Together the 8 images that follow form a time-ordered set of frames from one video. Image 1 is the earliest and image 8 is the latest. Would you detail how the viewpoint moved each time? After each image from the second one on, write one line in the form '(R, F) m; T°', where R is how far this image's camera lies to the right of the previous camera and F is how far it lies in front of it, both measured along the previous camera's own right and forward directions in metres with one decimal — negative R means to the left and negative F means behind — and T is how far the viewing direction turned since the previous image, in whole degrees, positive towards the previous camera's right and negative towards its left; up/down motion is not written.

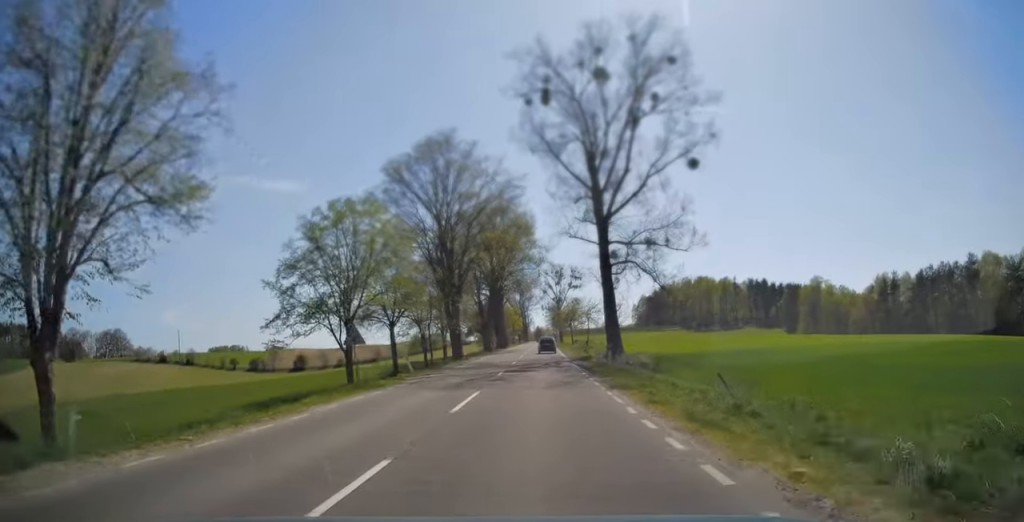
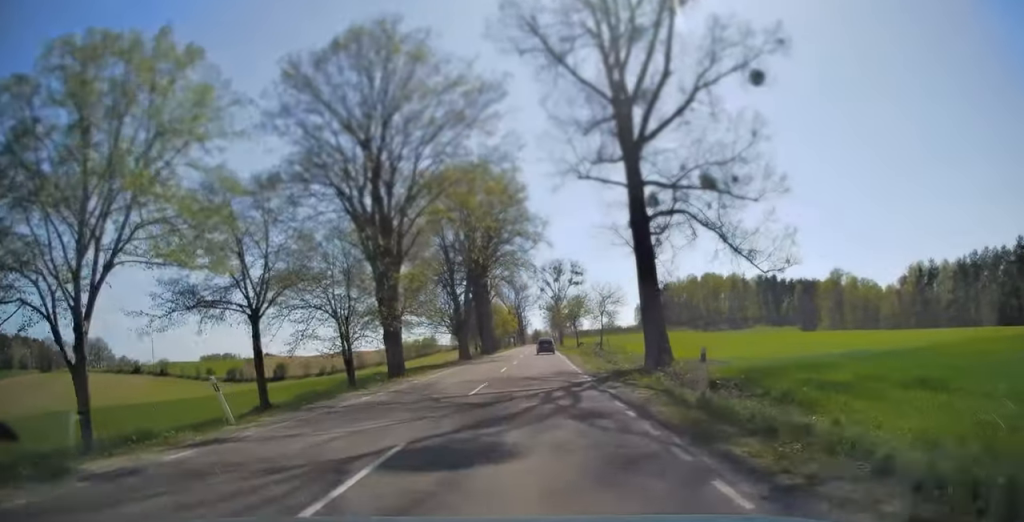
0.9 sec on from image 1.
(0.0, +19.2) m; 0°
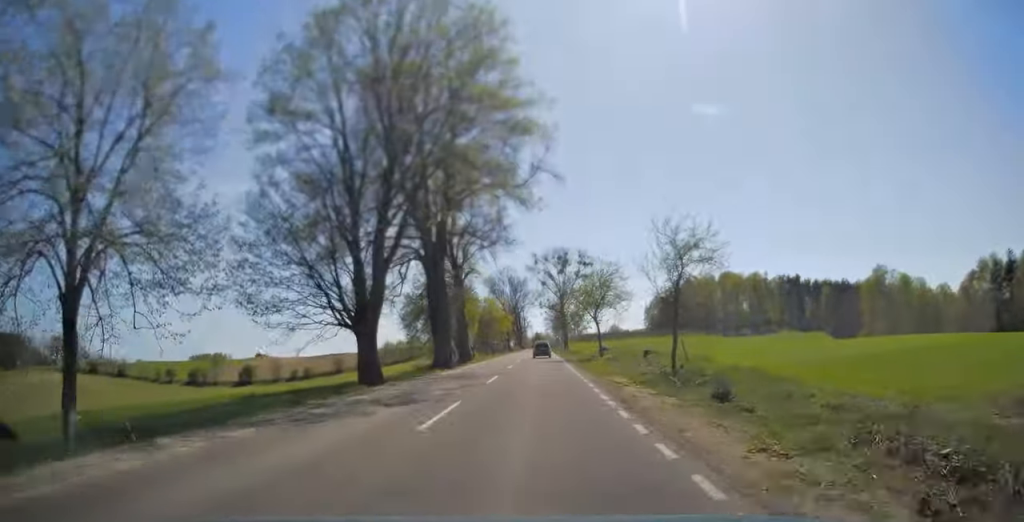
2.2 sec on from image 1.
(-0.2, +29.2) m; 0°
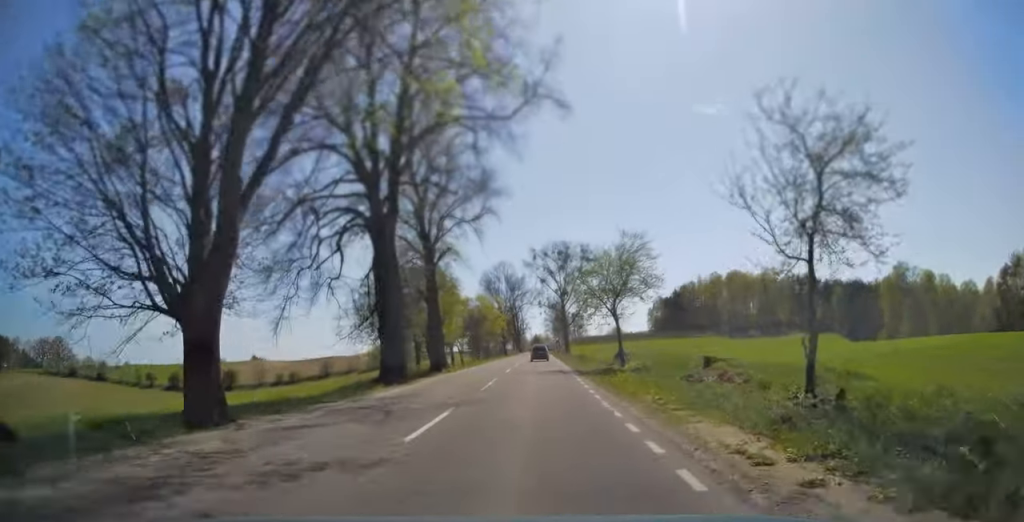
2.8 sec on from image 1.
(0.0, +12.5) m; 0°
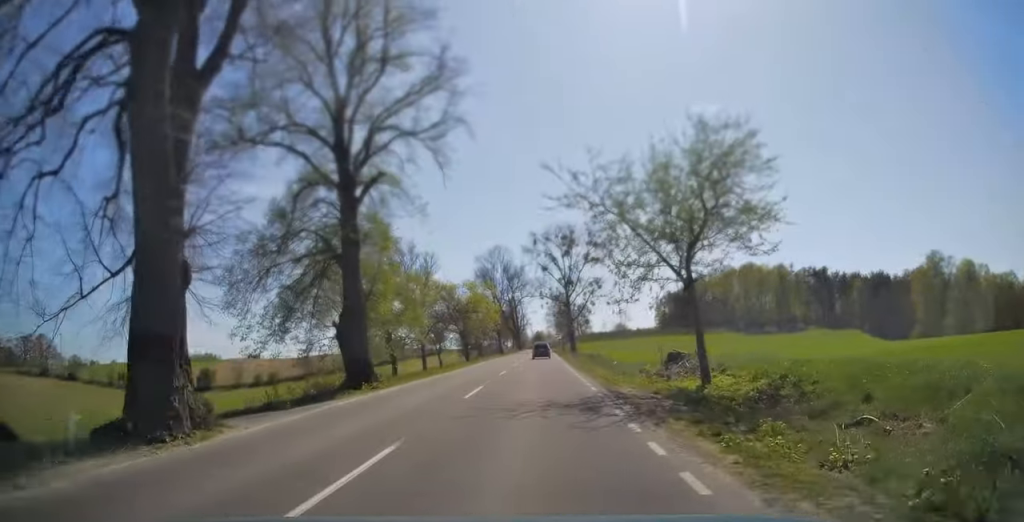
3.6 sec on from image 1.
(0.0, +17.0) m; 0°
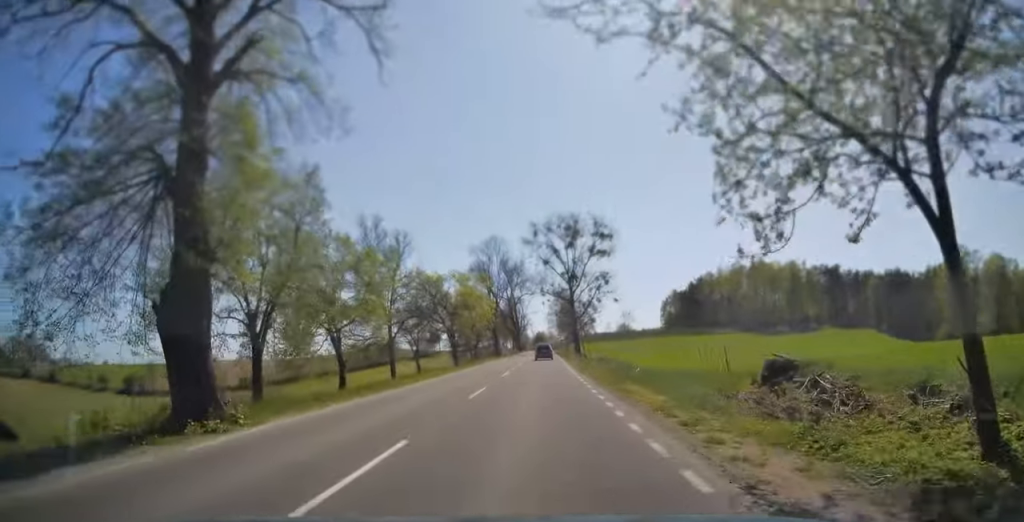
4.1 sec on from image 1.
(0.0, +11.1) m; 0°
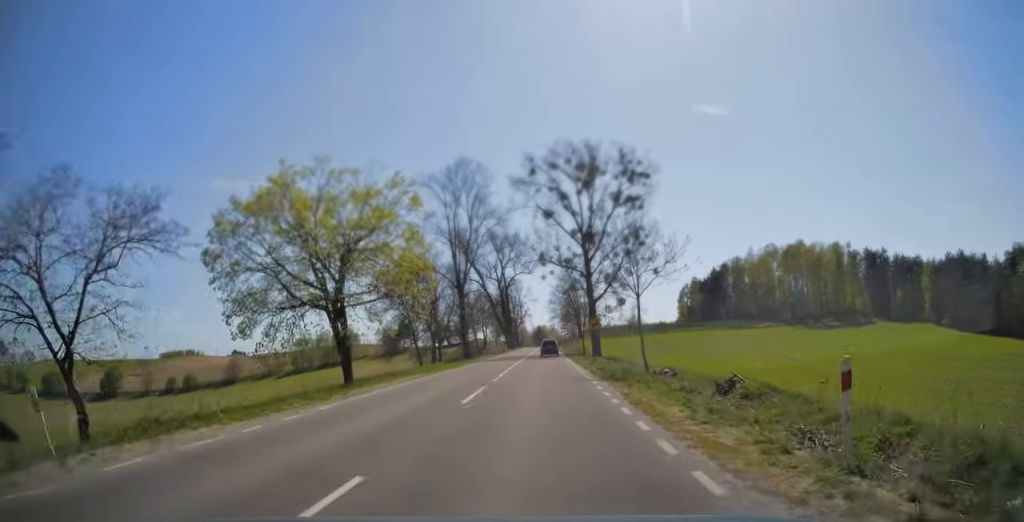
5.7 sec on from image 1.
(-0.1, +37.3) m; -1°
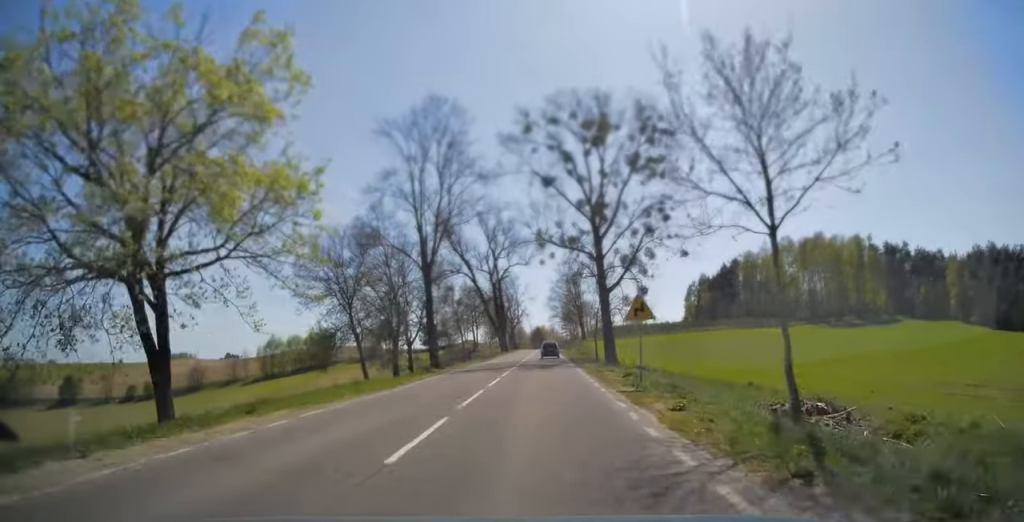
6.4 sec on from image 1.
(-0.2, +15.5) m; 0°
